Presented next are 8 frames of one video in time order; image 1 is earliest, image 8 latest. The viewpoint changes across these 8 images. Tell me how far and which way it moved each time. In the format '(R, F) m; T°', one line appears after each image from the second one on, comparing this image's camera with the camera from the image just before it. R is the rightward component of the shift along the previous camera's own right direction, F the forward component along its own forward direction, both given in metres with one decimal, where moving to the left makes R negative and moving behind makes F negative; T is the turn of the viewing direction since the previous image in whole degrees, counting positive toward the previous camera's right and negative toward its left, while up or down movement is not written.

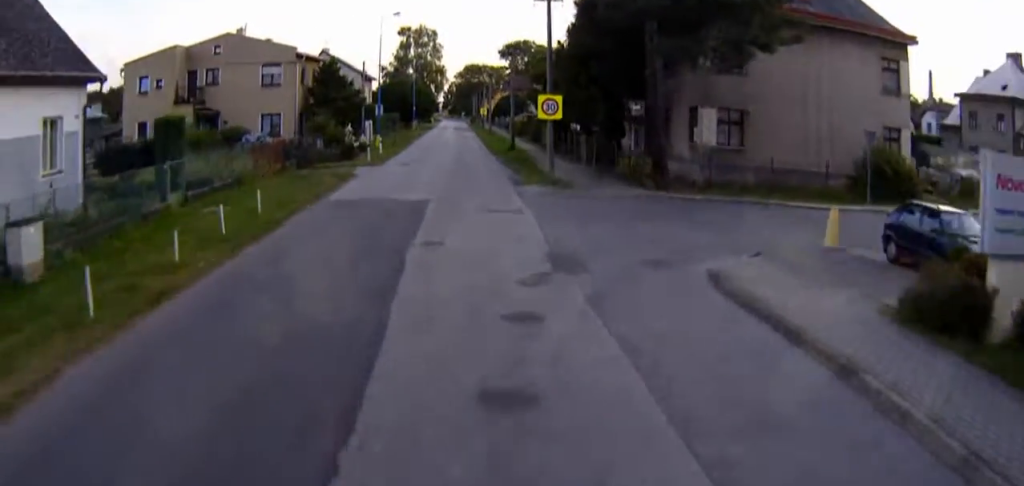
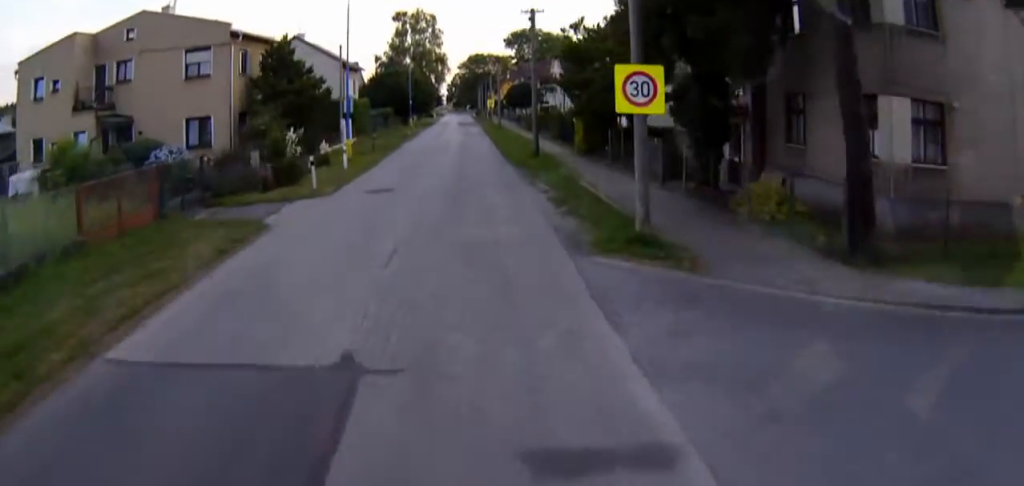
(+0.1, +13.0) m; 0°
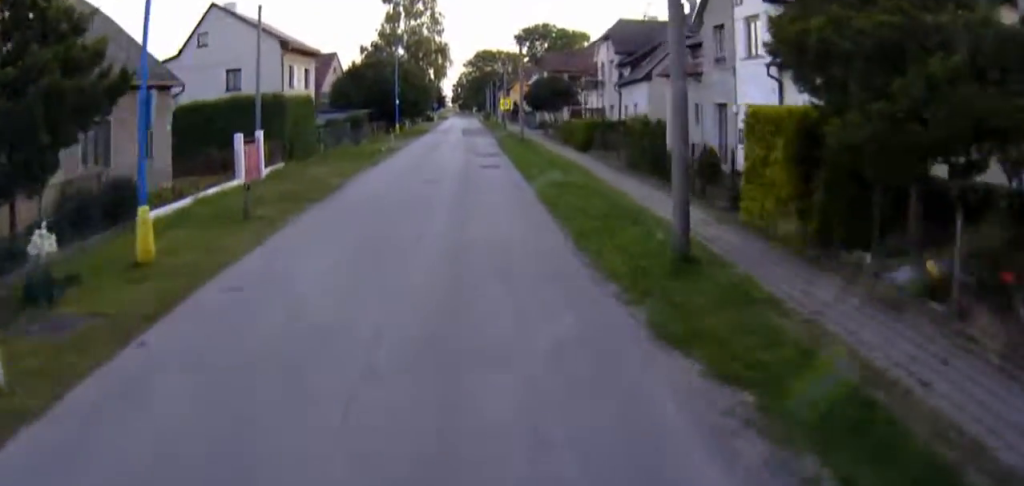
(+0.2, +23.0) m; +2°
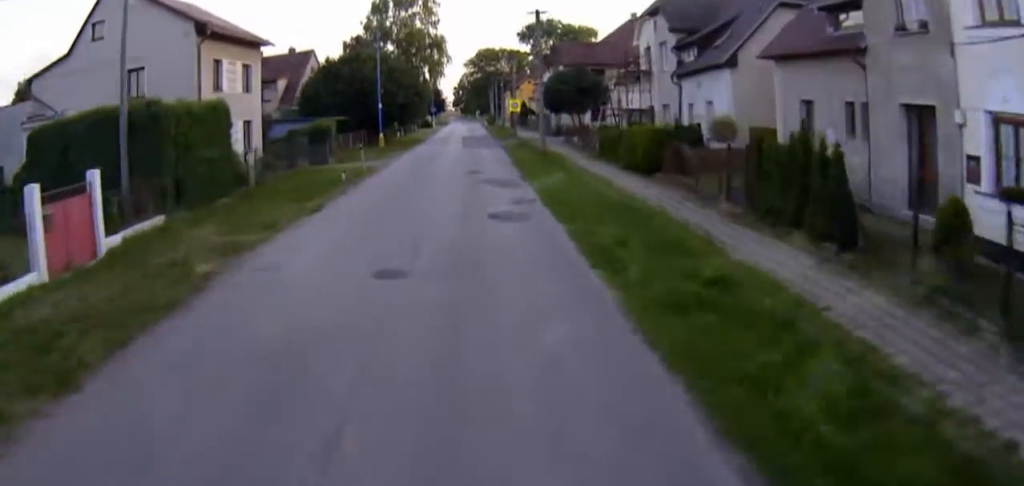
(+0.2, +14.1) m; 0°
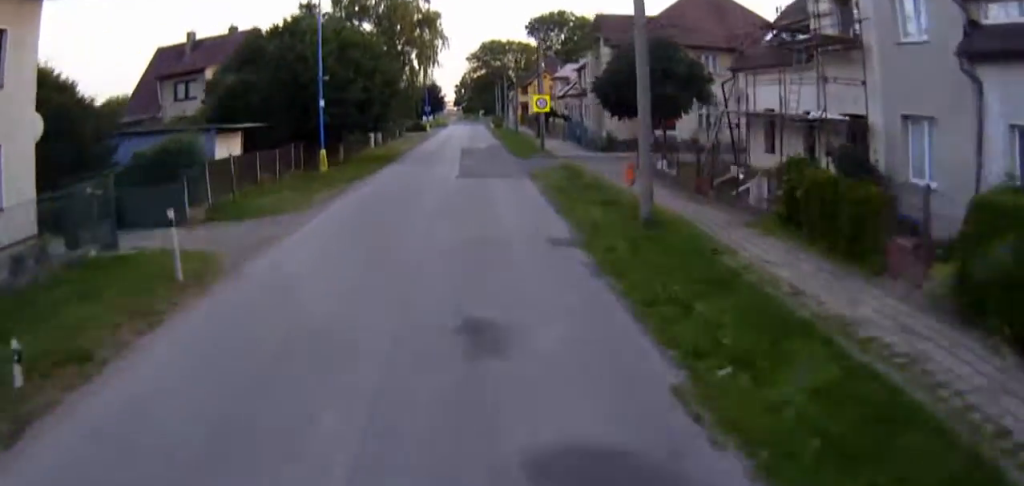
(-0.3, +23.5) m; -1°
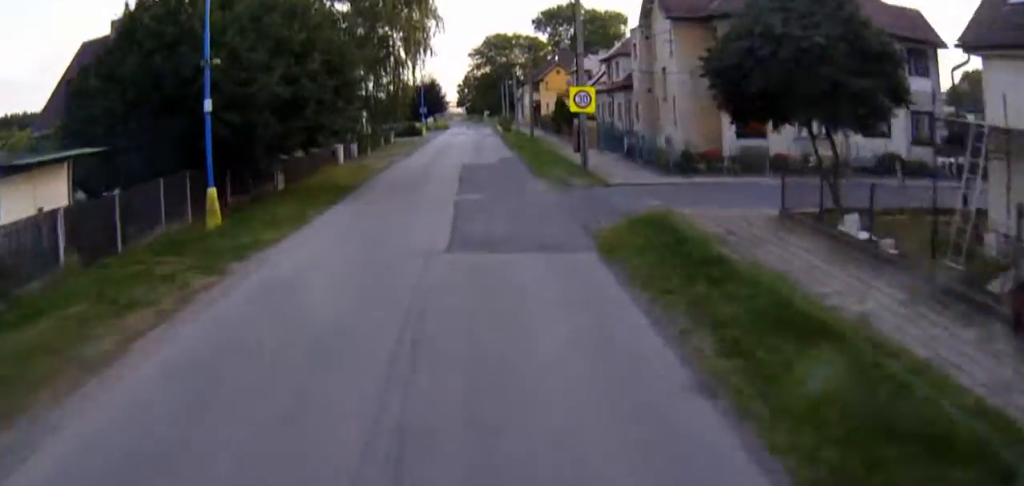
(-0.1, +15.6) m; 0°
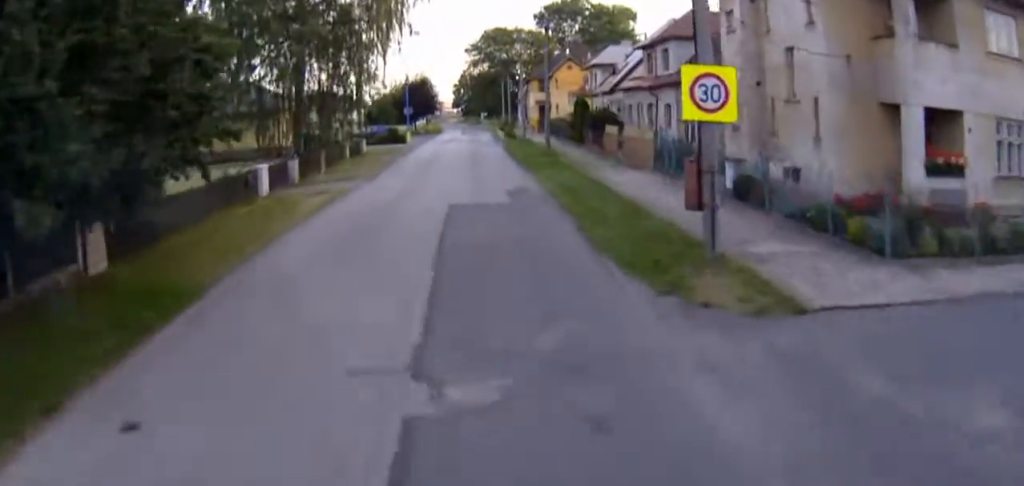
(+0.1, +15.8) m; 0°
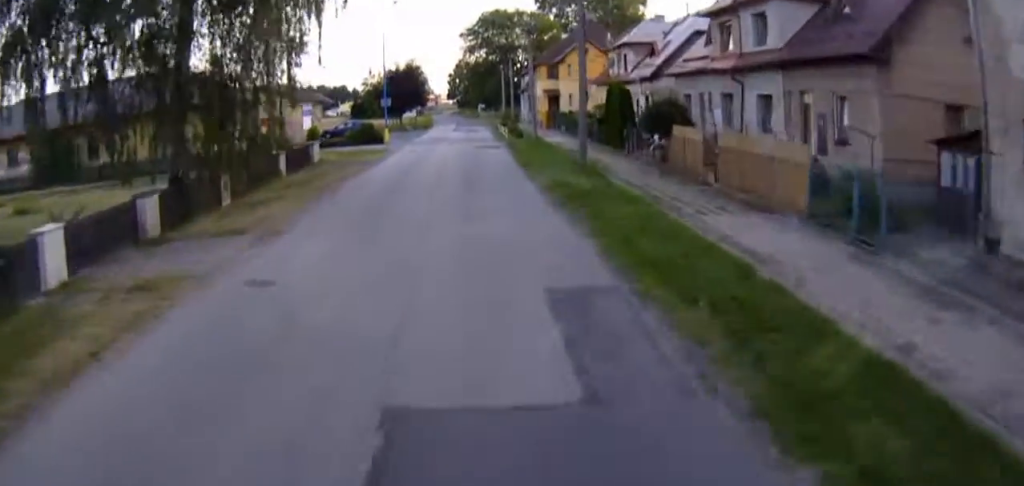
(-0.1, +15.3) m; -1°
